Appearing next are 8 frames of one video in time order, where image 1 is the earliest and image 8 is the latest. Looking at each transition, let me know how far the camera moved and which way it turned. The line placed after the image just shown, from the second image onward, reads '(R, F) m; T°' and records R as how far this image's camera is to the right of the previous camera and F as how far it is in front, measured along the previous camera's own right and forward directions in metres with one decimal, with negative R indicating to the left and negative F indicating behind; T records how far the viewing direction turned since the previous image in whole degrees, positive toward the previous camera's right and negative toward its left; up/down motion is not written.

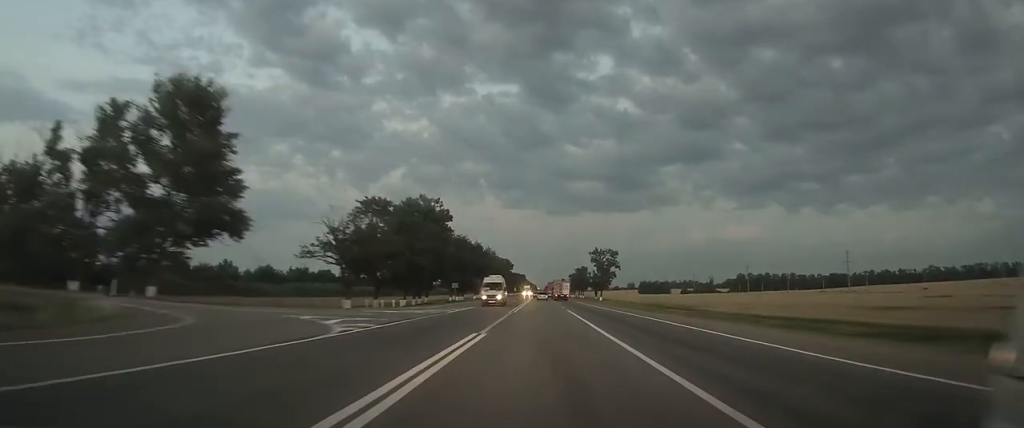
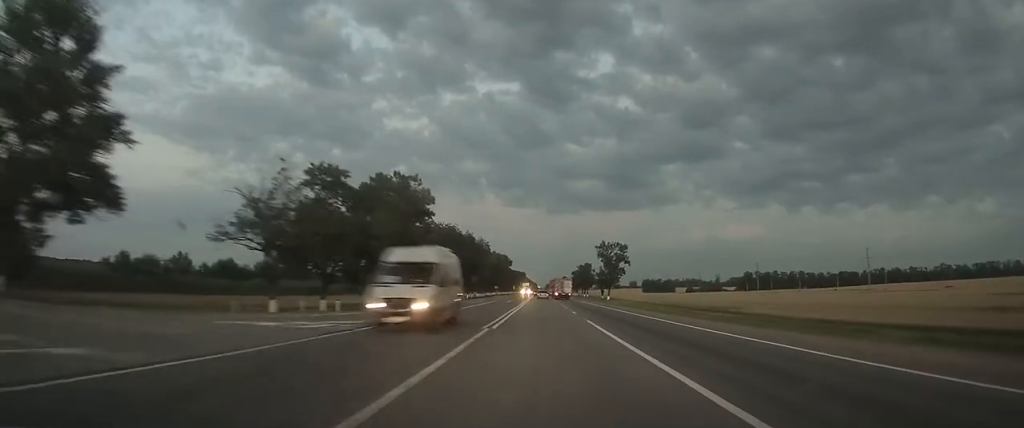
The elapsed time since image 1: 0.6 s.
(-0.1, +17.3) m; 0°
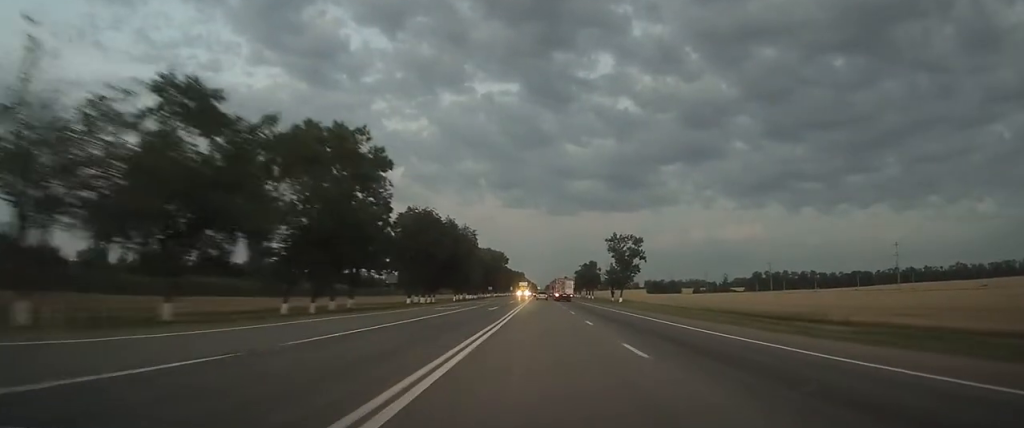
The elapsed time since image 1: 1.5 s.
(0.0, +23.1) m; 0°
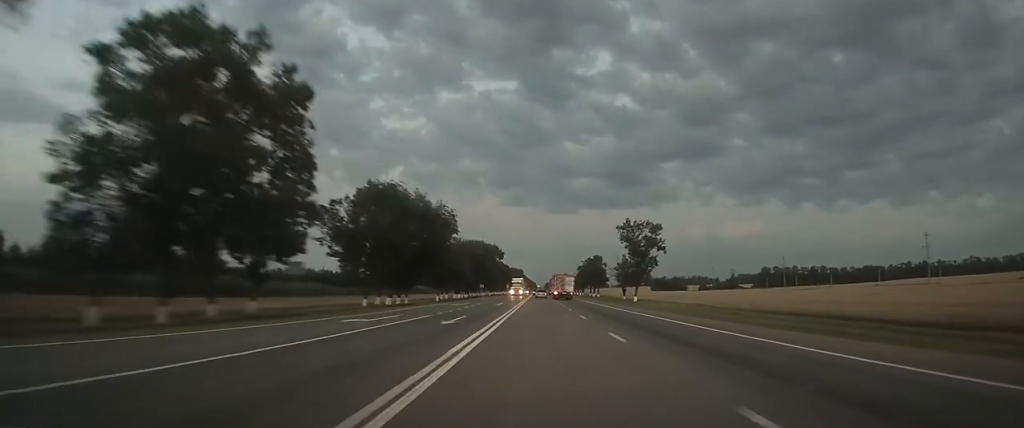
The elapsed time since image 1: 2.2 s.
(0.0, +20.6) m; 0°
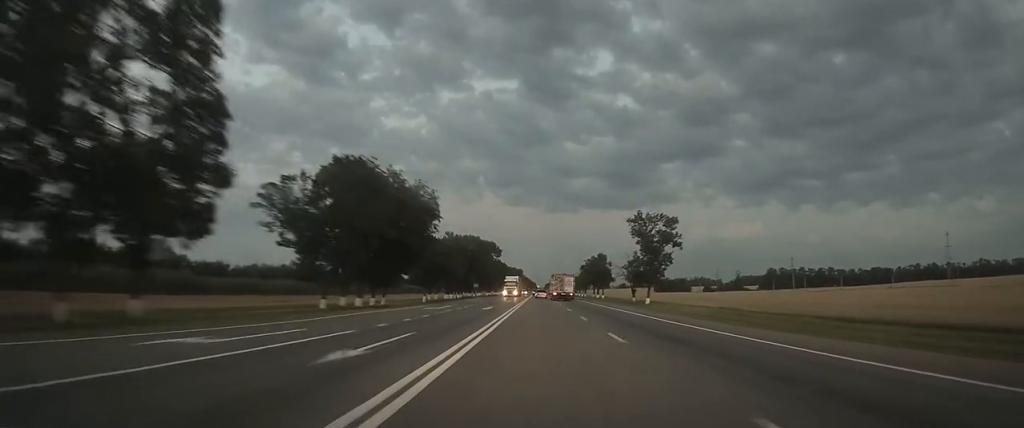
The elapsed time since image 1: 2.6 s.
(0.0, +12.2) m; 0°
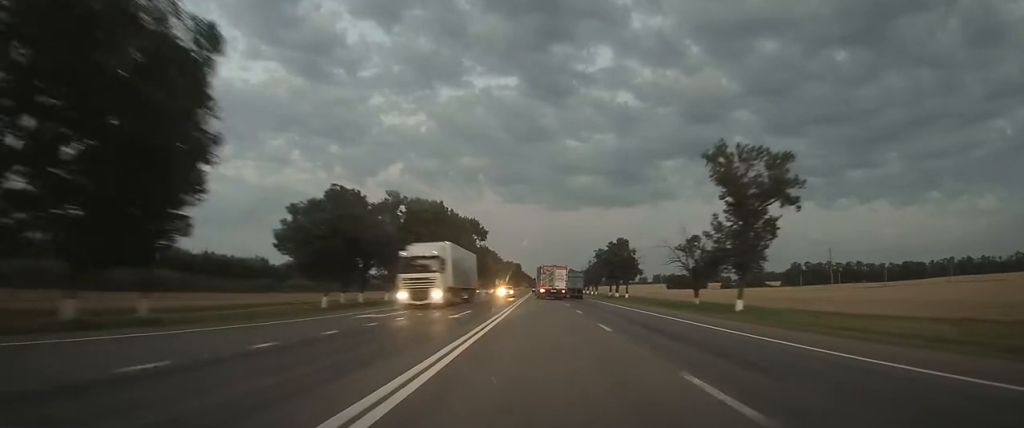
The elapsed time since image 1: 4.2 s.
(-0.1, +44.3) m; 0°
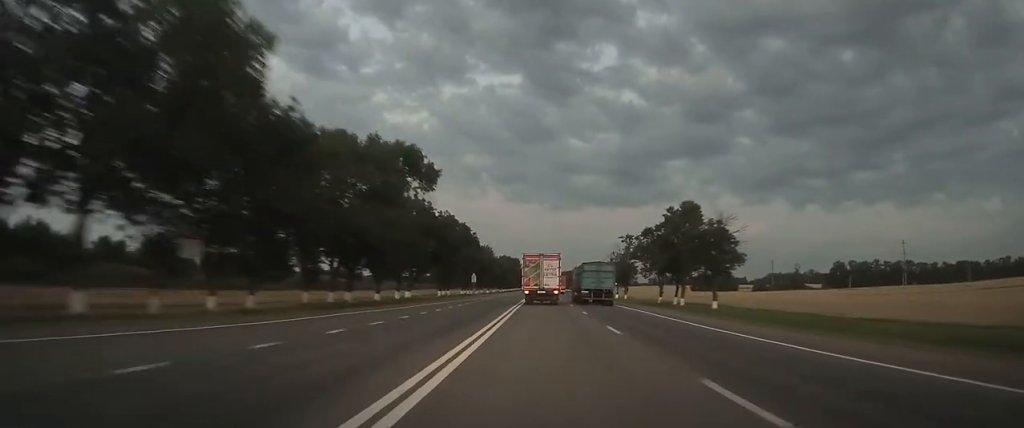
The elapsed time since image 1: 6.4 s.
(0.0, +60.0) m; 0°
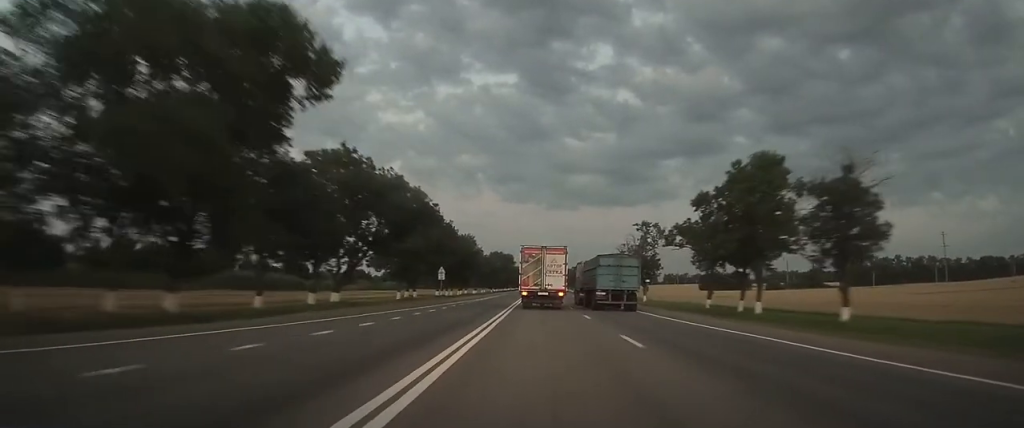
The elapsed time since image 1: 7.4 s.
(+0.1, +28.2) m; 0°
